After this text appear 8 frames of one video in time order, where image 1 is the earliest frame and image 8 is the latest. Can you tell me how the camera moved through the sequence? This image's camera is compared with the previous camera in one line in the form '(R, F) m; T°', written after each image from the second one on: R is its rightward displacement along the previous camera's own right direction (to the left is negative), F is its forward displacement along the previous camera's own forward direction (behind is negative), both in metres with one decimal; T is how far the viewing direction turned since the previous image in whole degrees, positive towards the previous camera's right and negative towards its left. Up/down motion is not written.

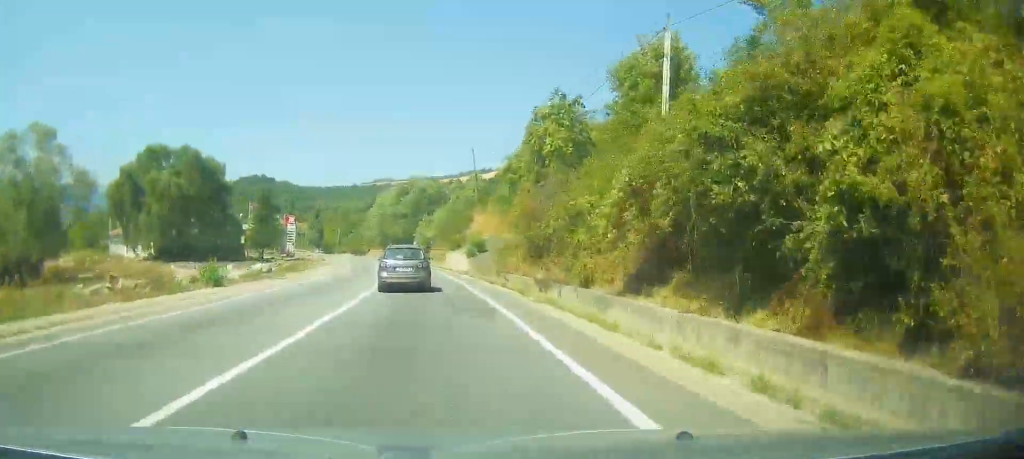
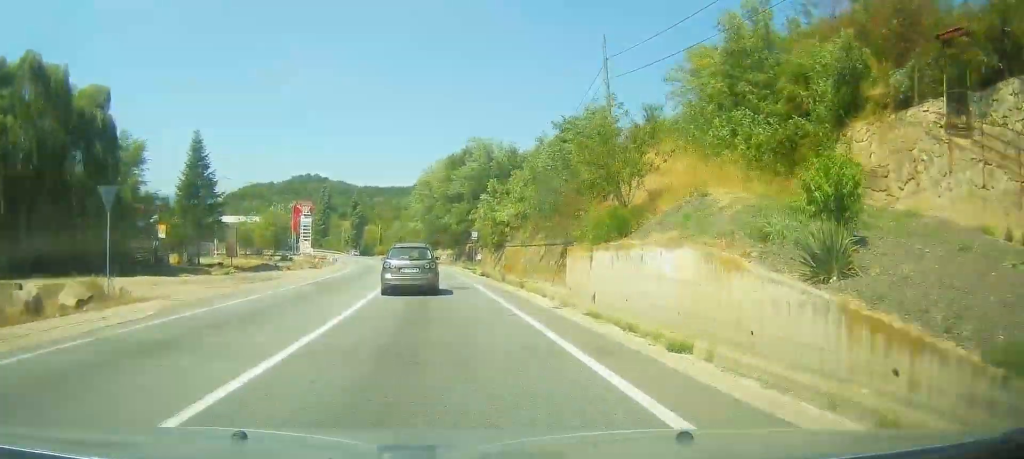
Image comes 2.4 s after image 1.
(-1.7, +41.8) m; -4°
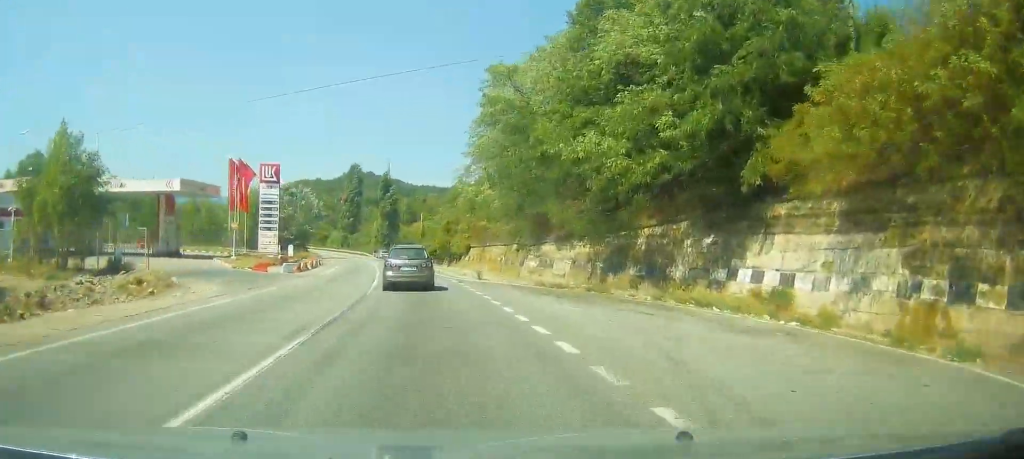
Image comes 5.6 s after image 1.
(-2.5, +56.1) m; -6°
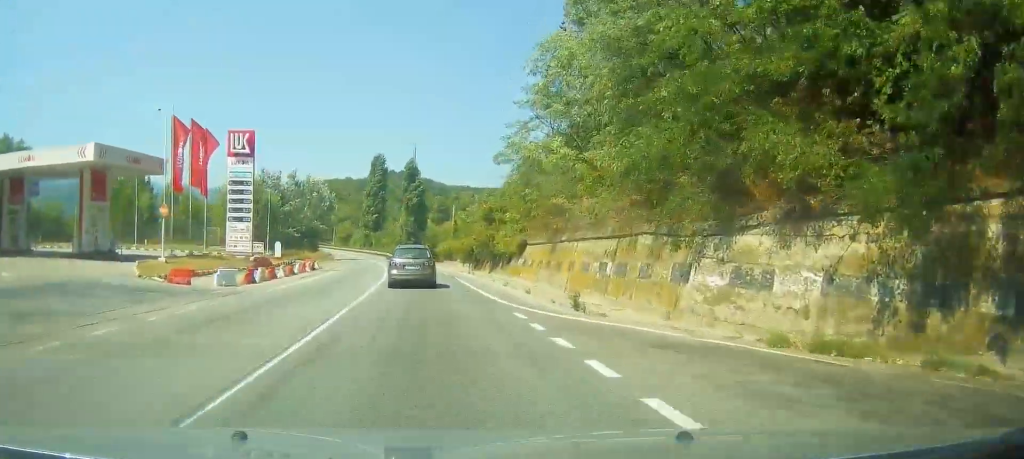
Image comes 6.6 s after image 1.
(-0.7, +18.0) m; -3°
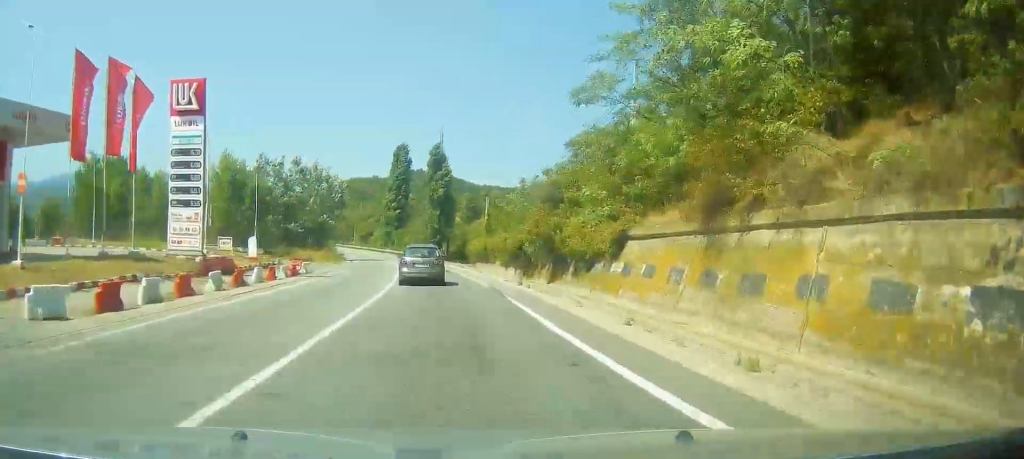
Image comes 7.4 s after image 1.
(+0.1, +14.5) m; -2°
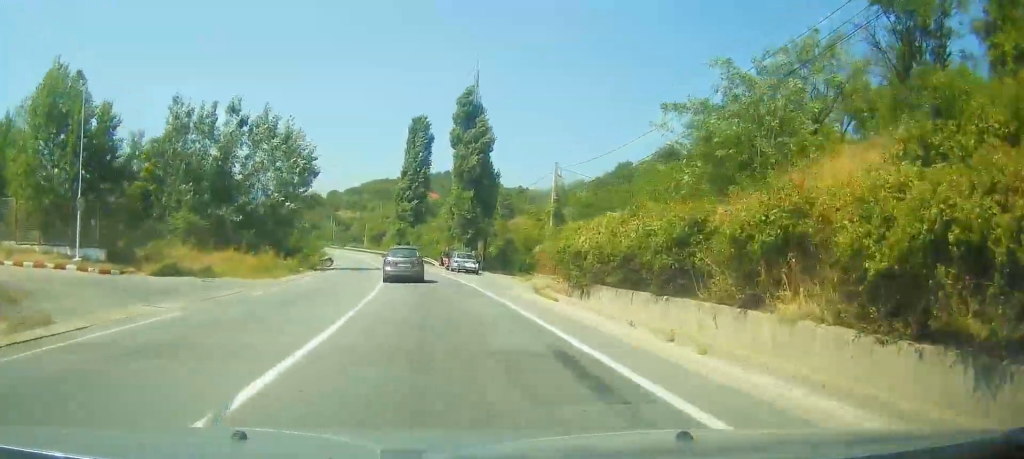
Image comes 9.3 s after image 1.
(-1.4, +33.0) m; -4°
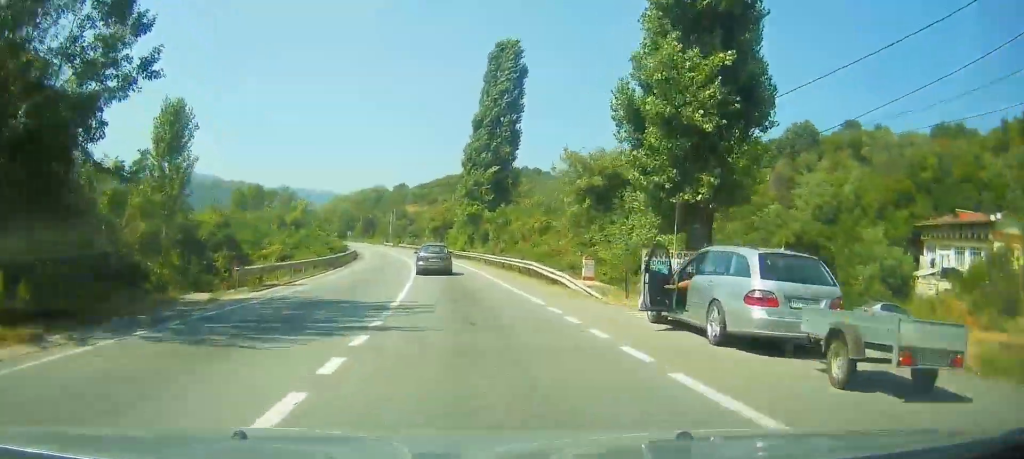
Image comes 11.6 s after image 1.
(-1.1, +39.5) m; -4°
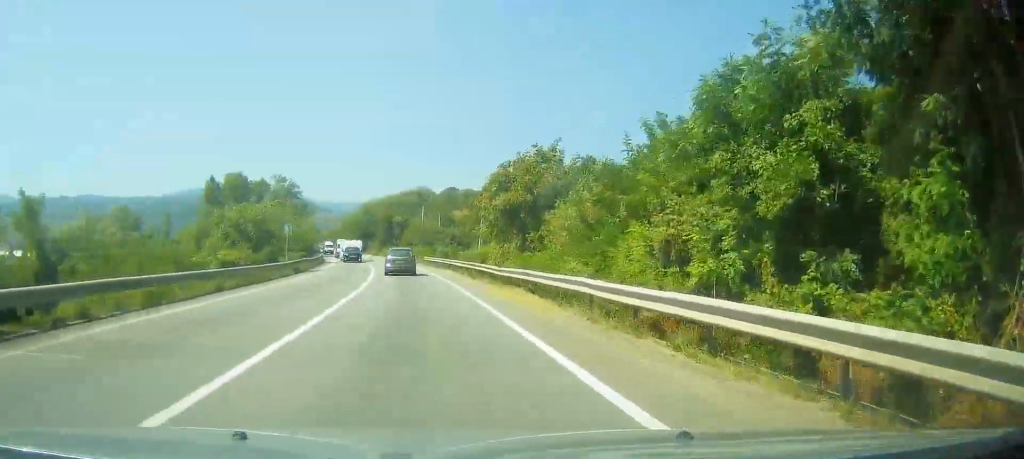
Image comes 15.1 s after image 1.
(-4.1, +61.6) m; -7°
